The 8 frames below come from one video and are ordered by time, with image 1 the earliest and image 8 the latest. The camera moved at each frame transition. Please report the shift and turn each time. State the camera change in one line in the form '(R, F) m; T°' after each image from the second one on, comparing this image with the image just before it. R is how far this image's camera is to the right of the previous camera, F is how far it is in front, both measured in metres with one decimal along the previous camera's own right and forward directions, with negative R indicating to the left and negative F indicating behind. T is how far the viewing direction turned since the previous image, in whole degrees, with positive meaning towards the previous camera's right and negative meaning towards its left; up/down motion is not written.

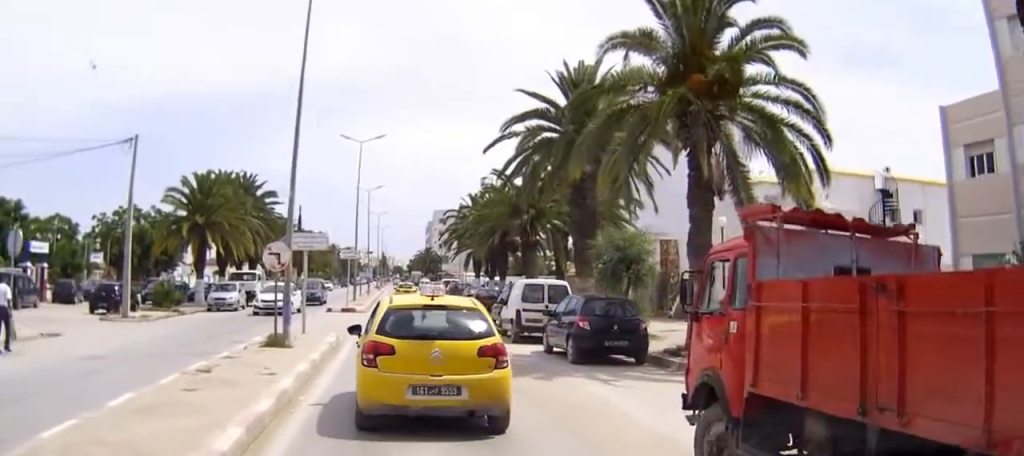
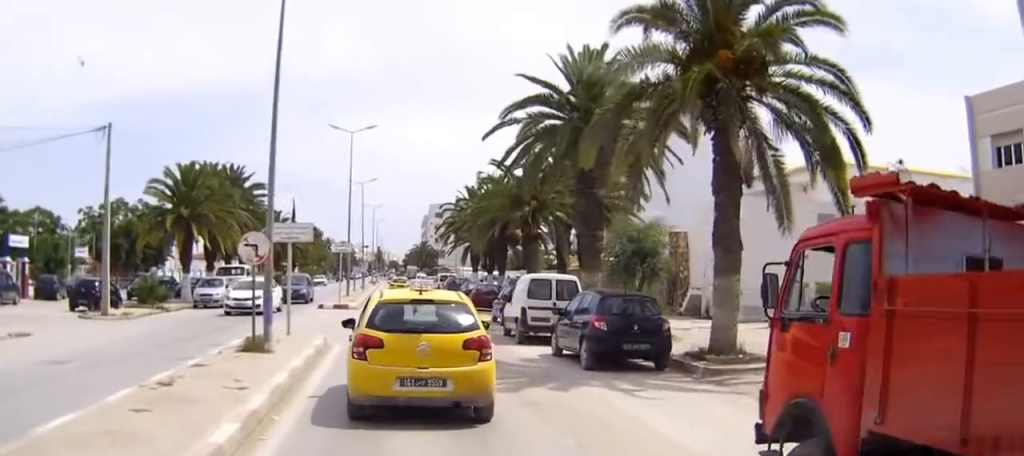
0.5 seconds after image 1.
(0.0, +2.3) m; 0°
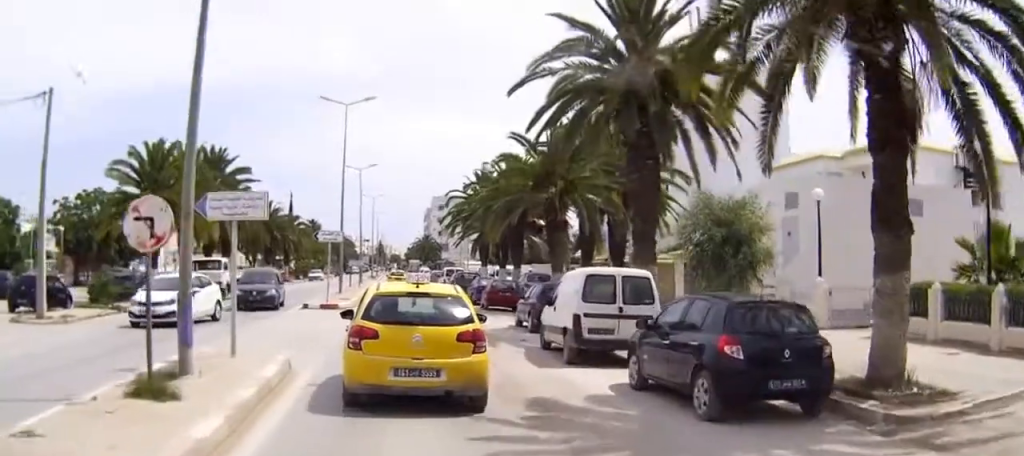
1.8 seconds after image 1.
(0.0, +6.6) m; 0°
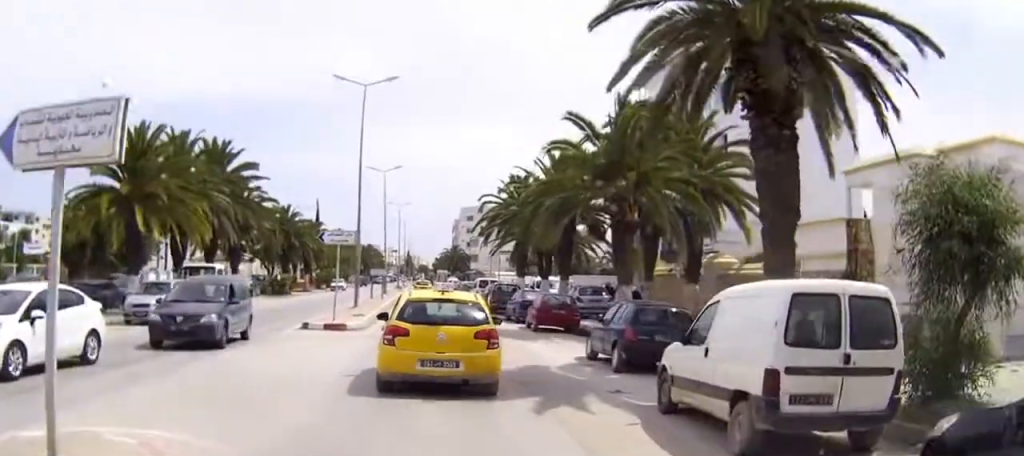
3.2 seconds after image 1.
(-0.2, +8.4) m; -1°
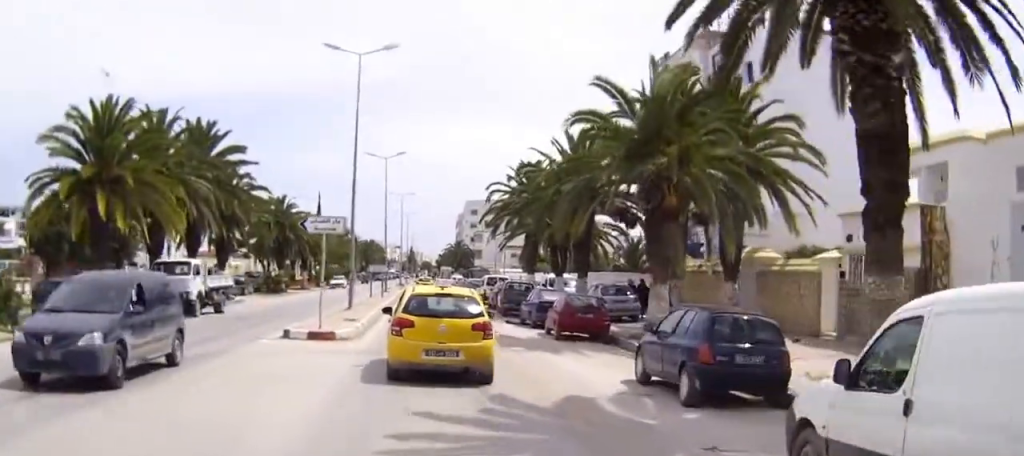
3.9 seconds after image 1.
(-0.1, +4.3) m; +1°
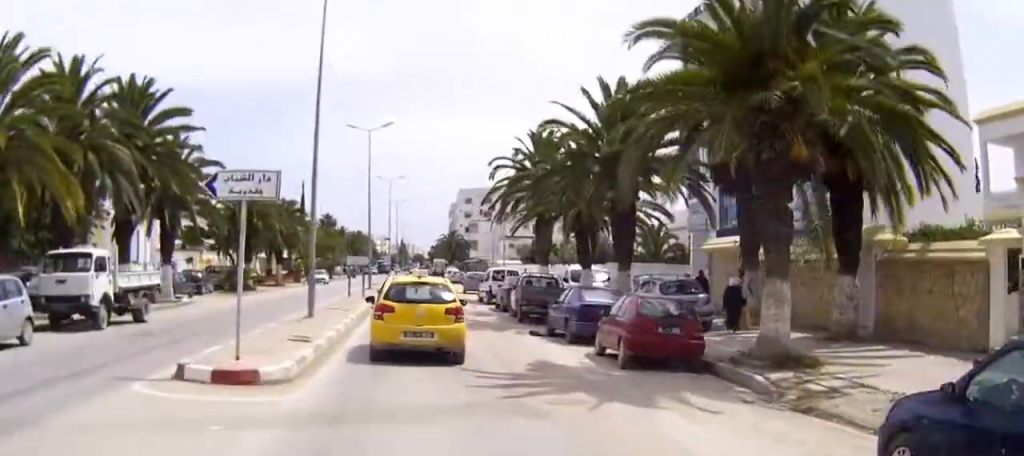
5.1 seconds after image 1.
(+0.3, +8.6) m; 0°
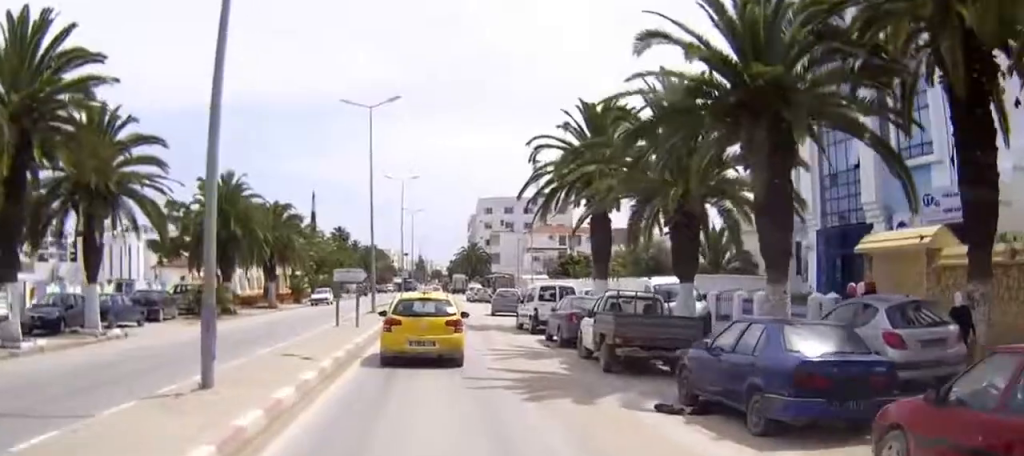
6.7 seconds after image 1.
(-0.3, +12.1) m; -1°
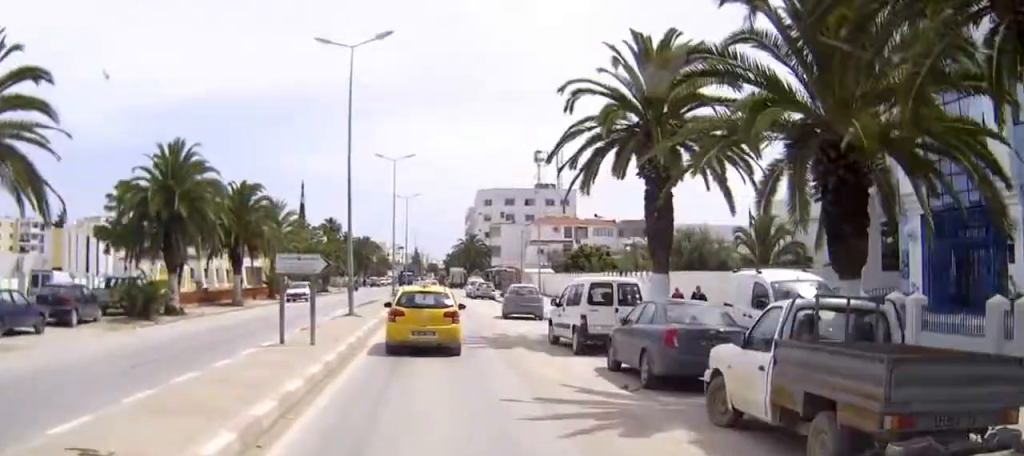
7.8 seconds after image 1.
(0.0, +10.0) m; 0°
